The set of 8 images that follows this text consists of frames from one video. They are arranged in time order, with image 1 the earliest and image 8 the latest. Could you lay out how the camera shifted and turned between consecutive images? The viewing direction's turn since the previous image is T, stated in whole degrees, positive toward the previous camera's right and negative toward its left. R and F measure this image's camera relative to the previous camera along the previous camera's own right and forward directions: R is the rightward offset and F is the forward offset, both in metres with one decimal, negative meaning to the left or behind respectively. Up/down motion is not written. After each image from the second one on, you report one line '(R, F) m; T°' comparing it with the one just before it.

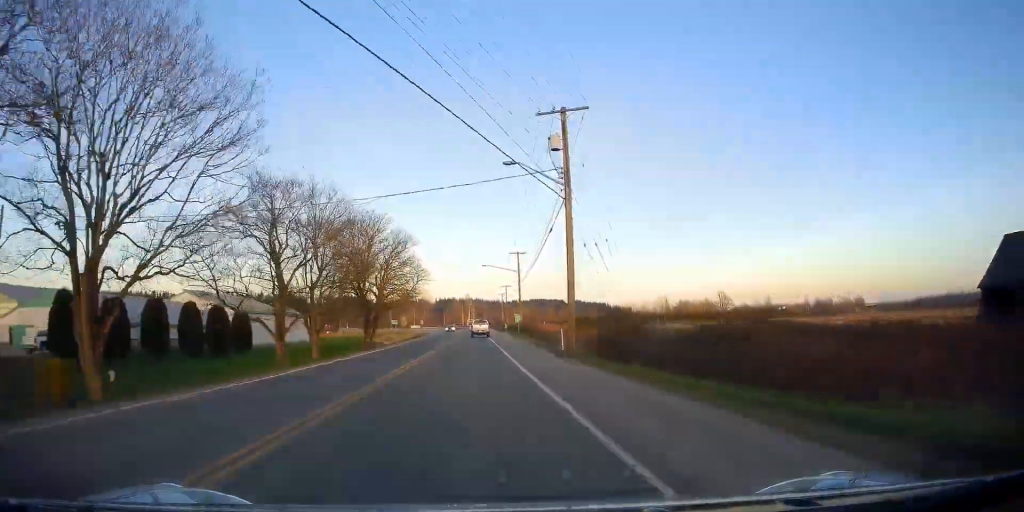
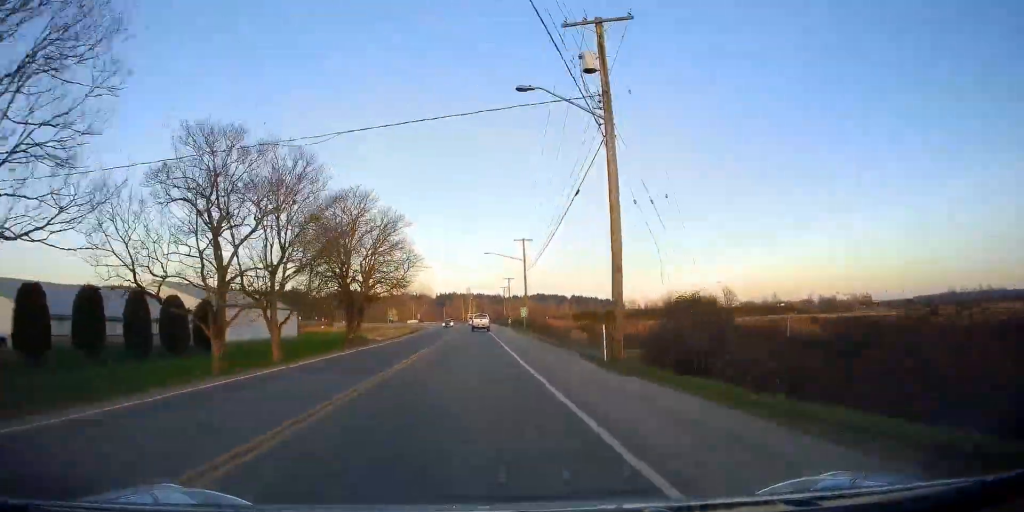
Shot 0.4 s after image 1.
(-0.2, +9.3) m; 0°
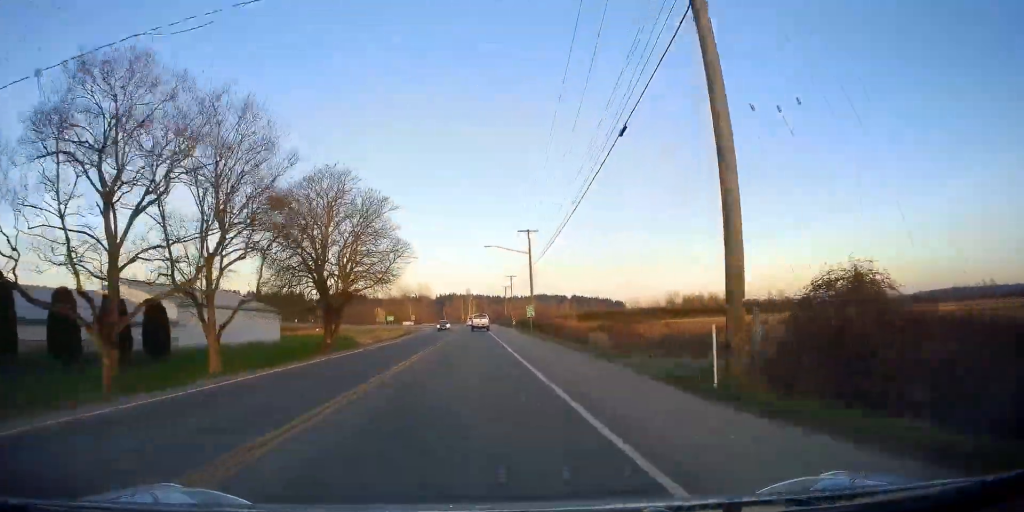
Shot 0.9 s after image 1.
(-0.5, +9.3) m; 0°
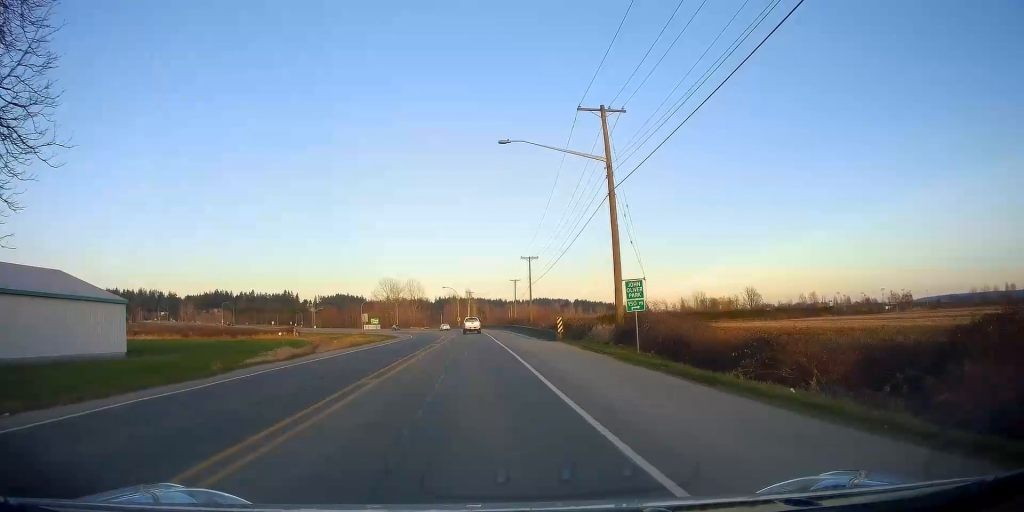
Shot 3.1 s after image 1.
(+0.5, +45.6) m; 0°
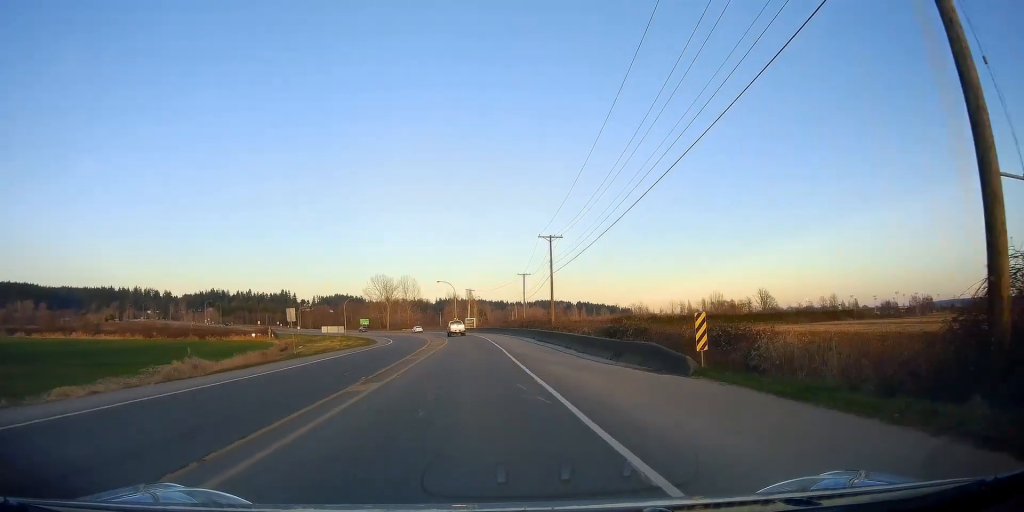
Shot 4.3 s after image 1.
(0.0, +24.0) m; 0°
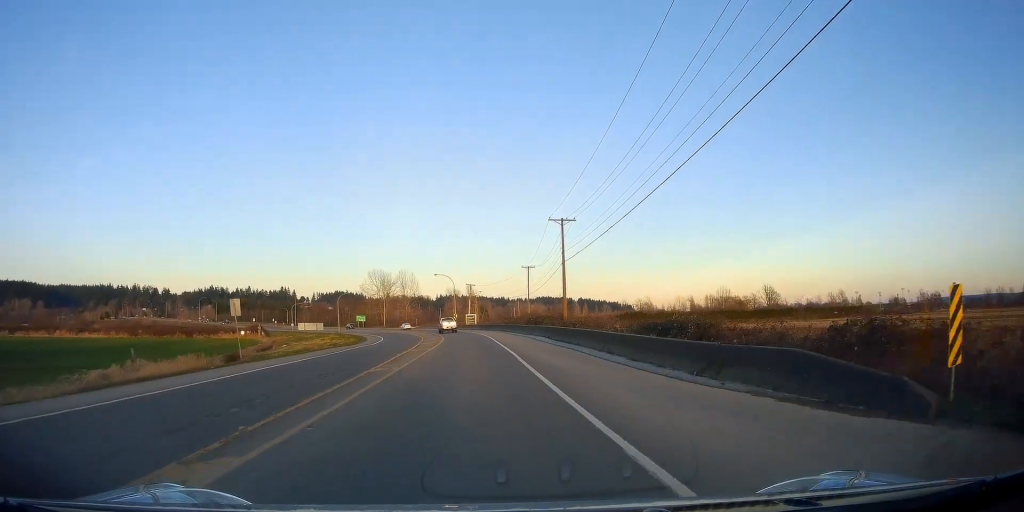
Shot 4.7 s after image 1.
(0.0, +8.5) m; 0°
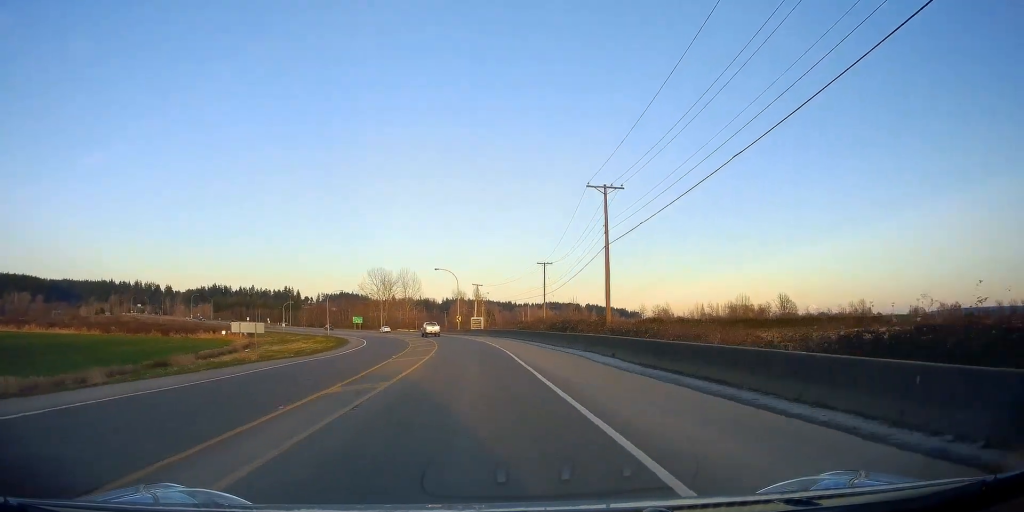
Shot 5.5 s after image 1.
(0.0, +16.2) m; 0°
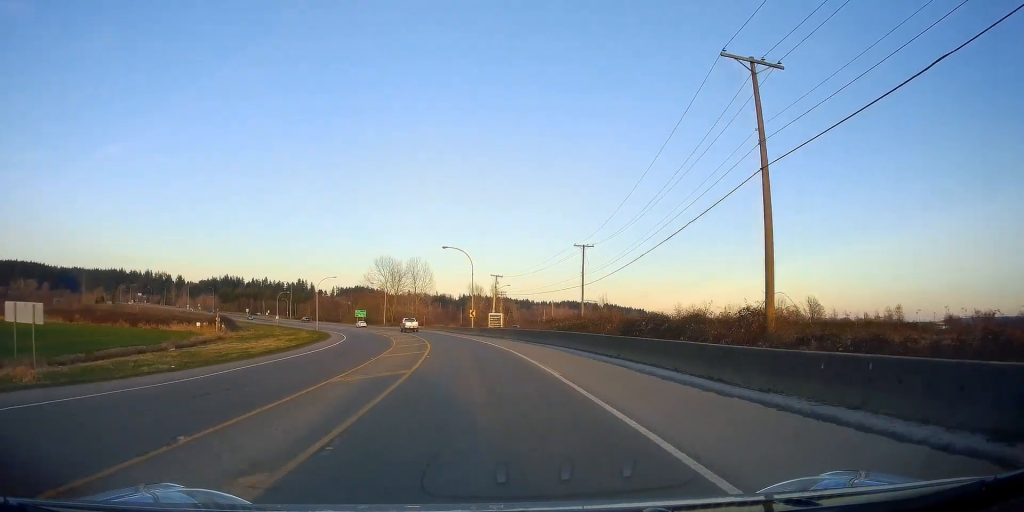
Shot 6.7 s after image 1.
(0.0, +21.7) m; -1°
